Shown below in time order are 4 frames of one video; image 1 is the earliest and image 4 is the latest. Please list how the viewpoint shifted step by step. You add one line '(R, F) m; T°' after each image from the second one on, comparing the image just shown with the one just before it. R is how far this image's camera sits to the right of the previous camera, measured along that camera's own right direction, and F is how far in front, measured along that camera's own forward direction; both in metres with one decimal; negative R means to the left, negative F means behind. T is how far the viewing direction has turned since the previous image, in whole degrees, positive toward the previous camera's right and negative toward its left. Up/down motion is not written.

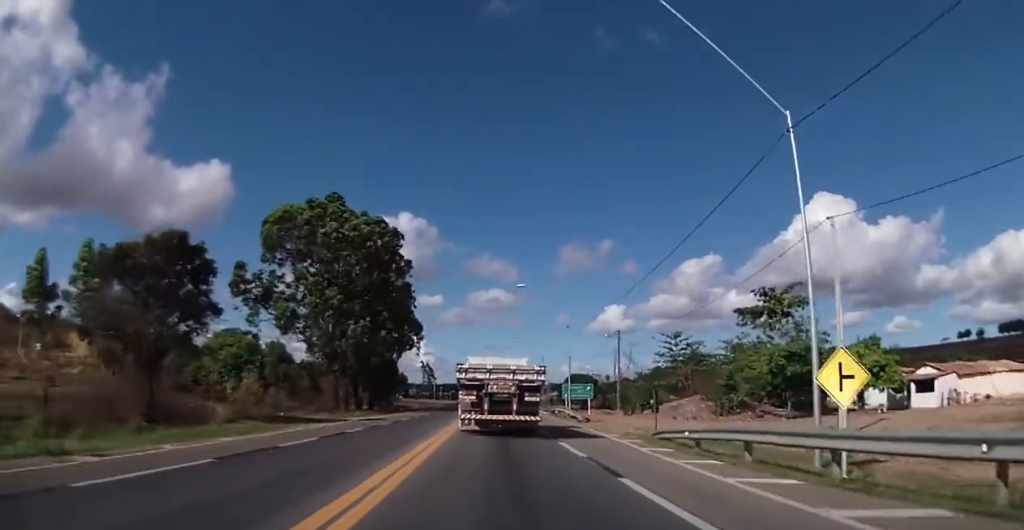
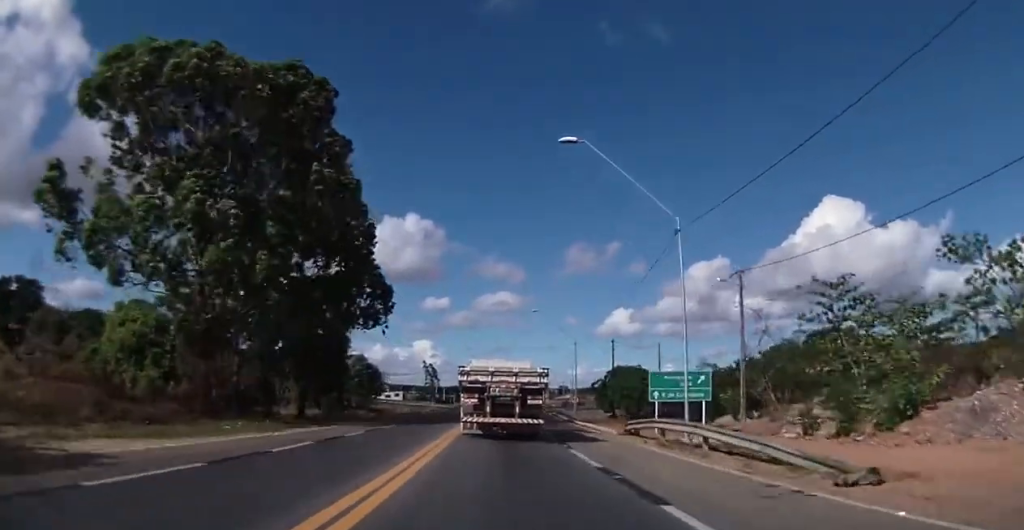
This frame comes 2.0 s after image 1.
(0.0, +31.9) m; 0°
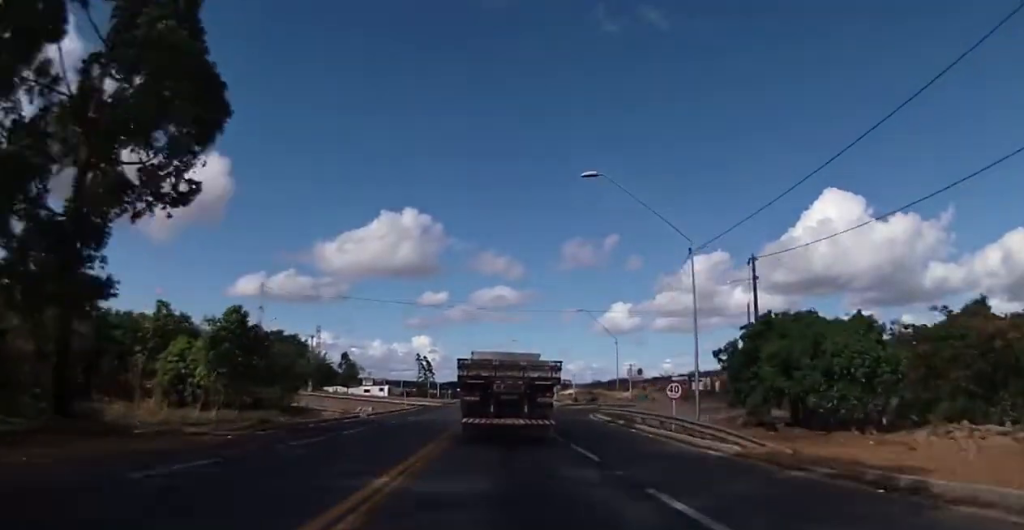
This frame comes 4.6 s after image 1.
(+0.4, +40.7) m; 0°
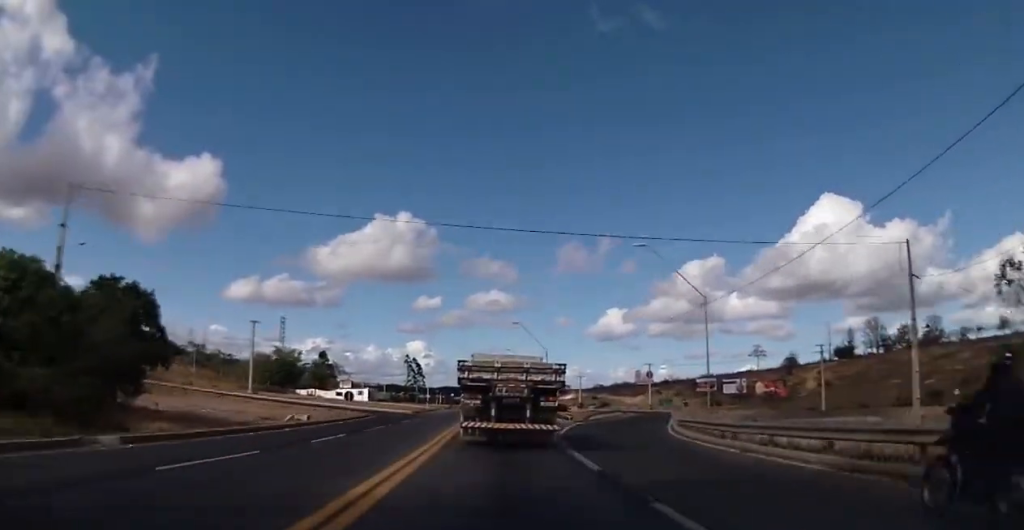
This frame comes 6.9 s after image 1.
(+0.1, +34.7) m; +2°
